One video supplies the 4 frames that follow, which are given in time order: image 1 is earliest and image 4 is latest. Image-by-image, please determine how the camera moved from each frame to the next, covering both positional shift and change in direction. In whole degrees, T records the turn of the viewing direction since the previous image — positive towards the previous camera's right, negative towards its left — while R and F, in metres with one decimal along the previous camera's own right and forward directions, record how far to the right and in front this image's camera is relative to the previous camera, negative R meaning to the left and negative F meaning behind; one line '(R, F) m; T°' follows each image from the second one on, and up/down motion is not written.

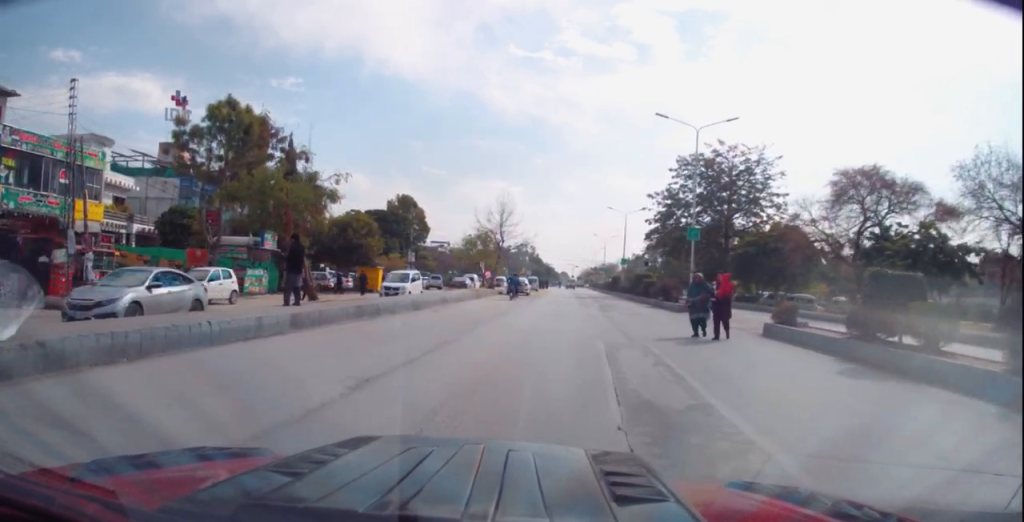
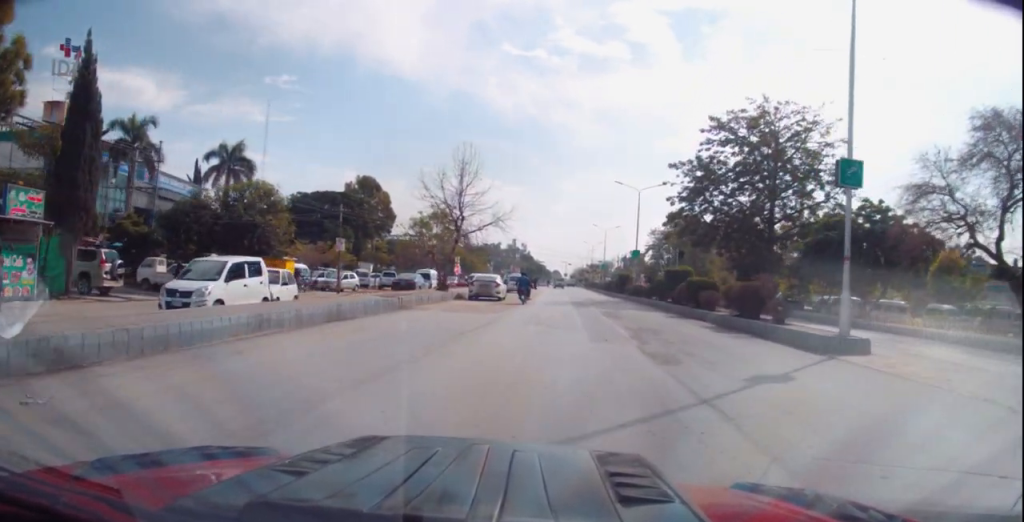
(+0.2, +17.5) m; +3°
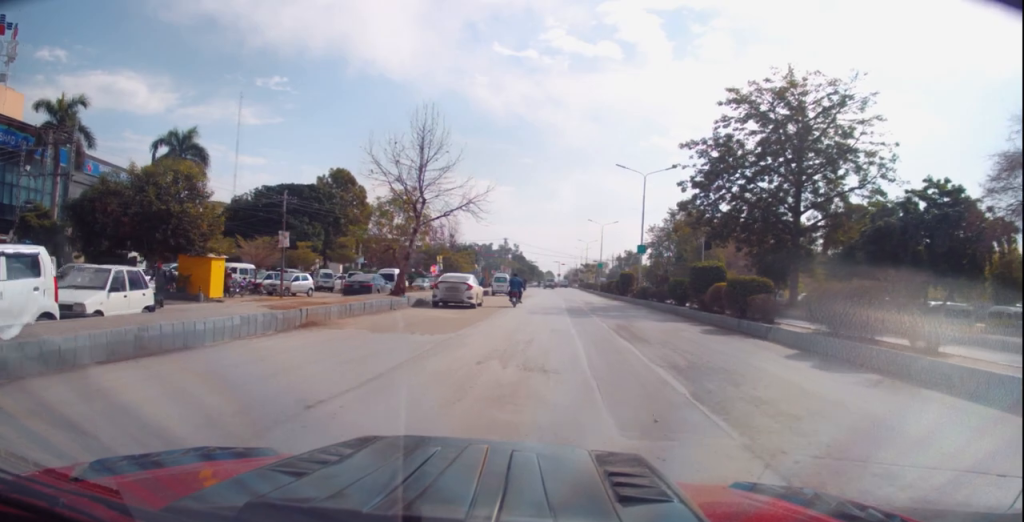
(0.0, +7.8) m; +2°
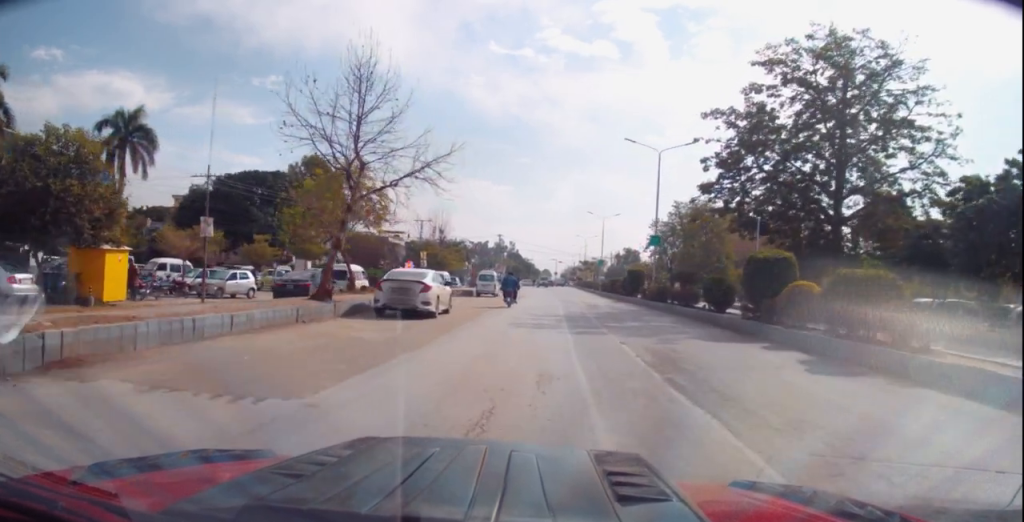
(+0.2, +7.9) m; 0°
